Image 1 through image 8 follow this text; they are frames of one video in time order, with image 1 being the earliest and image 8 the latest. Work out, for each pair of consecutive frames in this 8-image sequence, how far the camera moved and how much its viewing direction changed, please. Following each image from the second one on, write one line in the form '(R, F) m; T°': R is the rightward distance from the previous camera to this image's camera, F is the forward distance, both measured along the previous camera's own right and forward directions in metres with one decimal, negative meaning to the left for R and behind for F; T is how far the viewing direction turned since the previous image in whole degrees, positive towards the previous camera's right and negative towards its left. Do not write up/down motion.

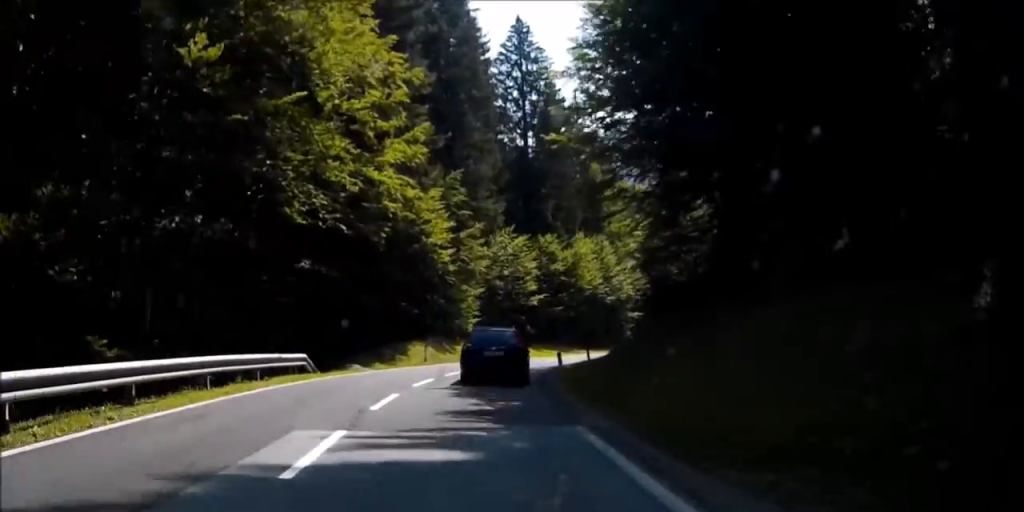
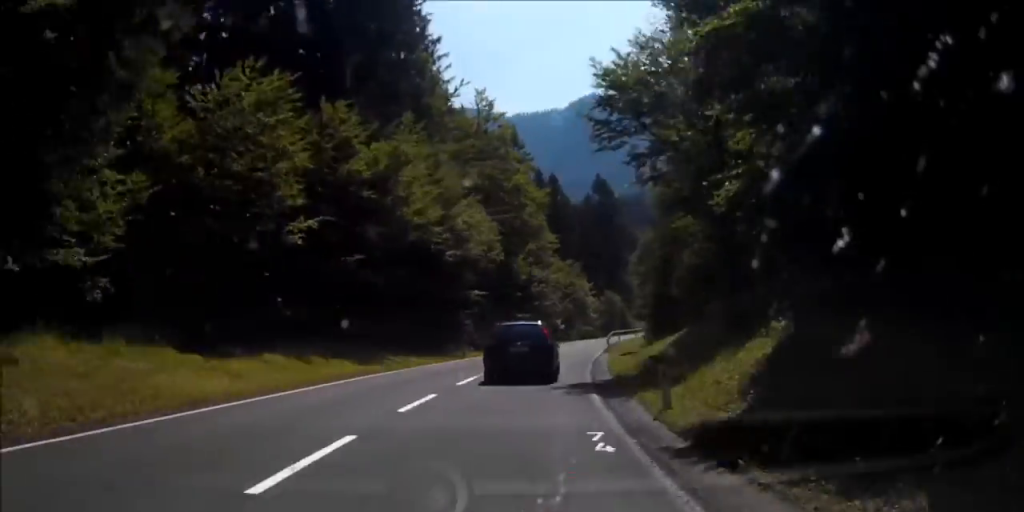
(+6.4, +38.8) m; +19°
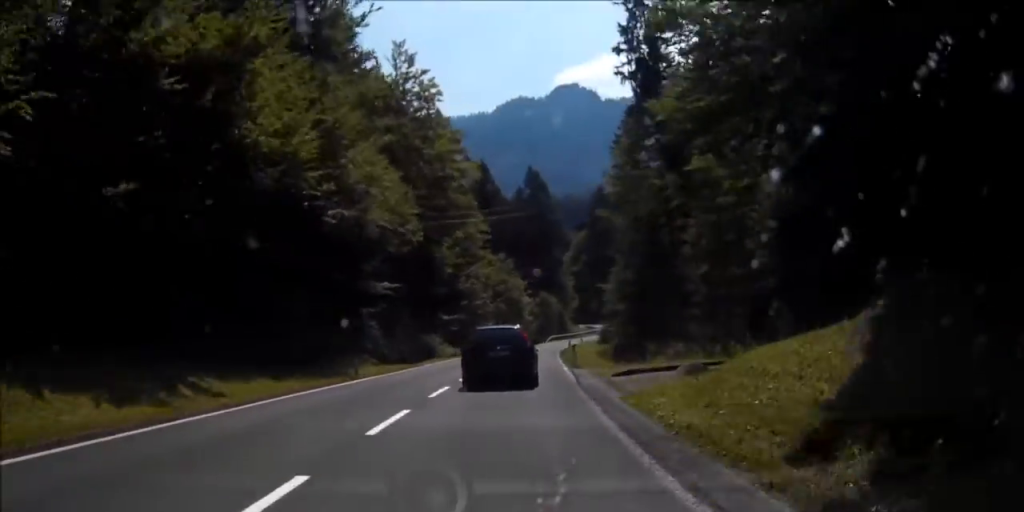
(+0.4, +16.4) m; +6°
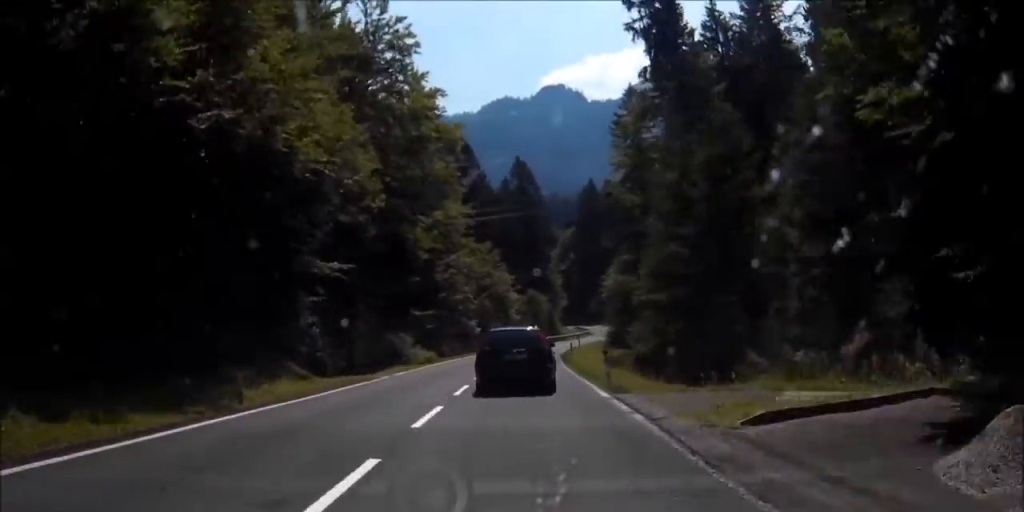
(+1.0, +13.2) m; +2°
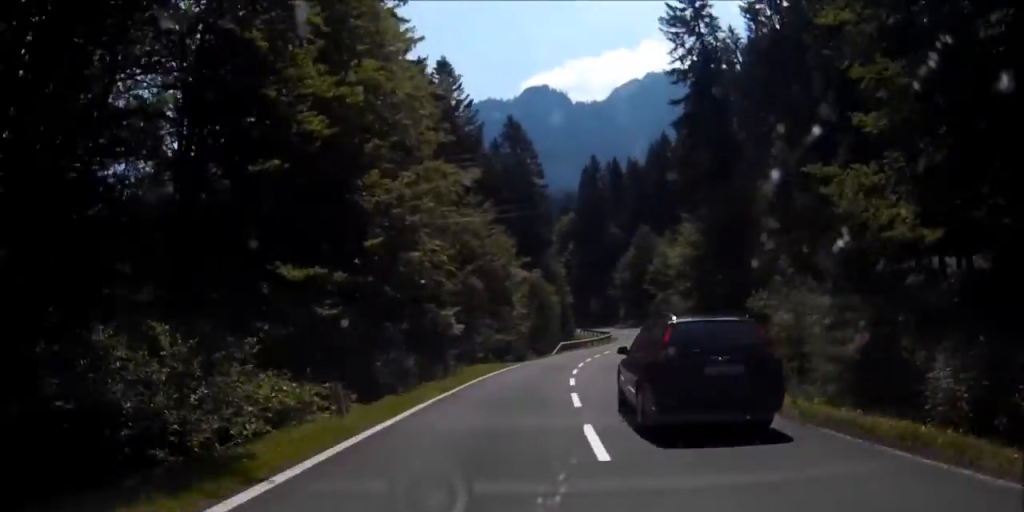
(+1.8, +35.3) m; +3°
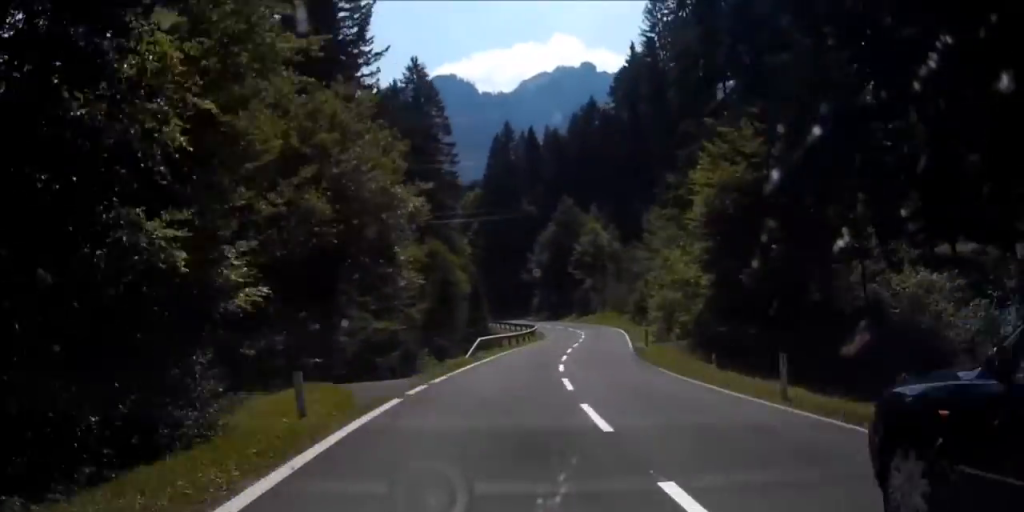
(0.0, +21.2) m; 0°
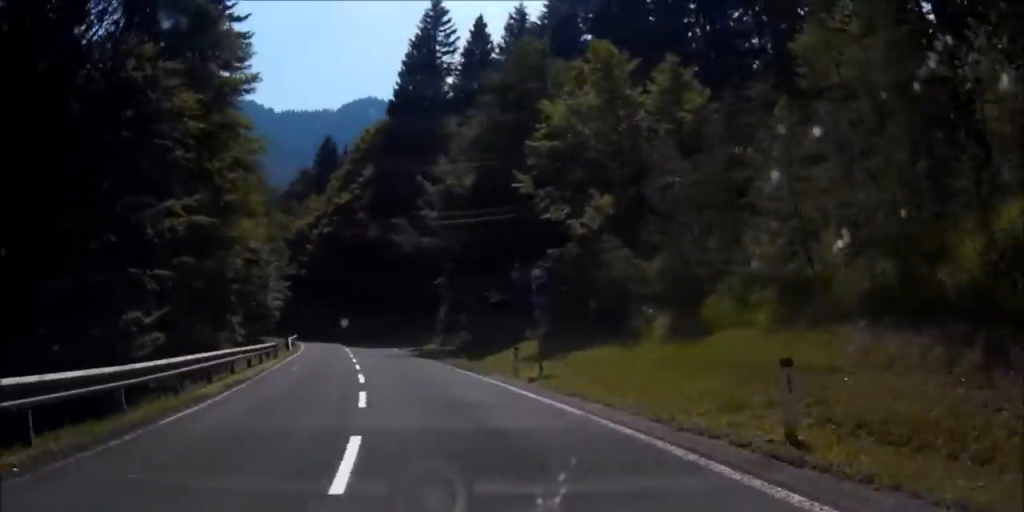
(+1.7, +65.3) m; -2°
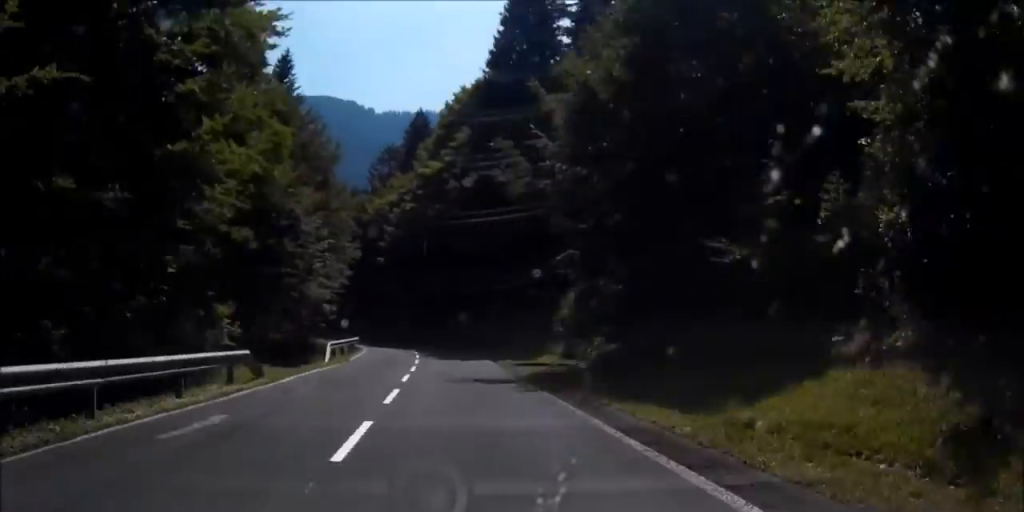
(-1.4, +16.9) m; -4°
